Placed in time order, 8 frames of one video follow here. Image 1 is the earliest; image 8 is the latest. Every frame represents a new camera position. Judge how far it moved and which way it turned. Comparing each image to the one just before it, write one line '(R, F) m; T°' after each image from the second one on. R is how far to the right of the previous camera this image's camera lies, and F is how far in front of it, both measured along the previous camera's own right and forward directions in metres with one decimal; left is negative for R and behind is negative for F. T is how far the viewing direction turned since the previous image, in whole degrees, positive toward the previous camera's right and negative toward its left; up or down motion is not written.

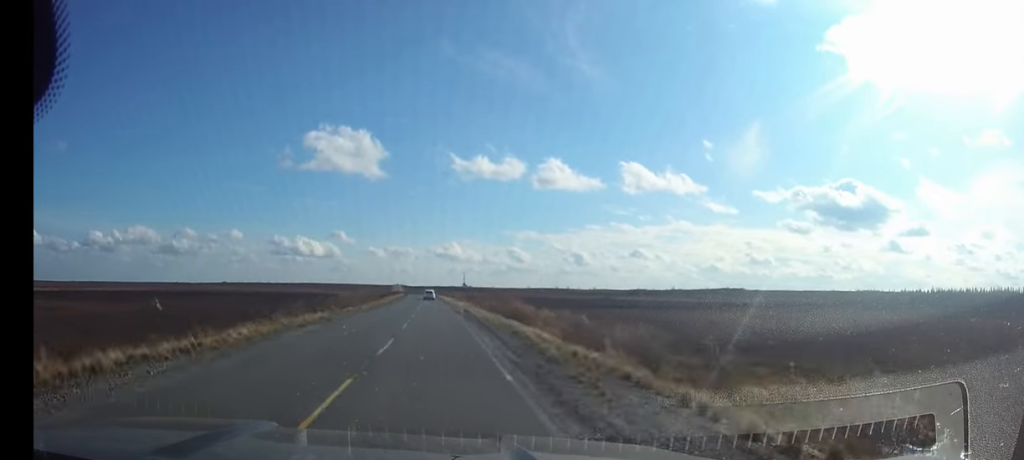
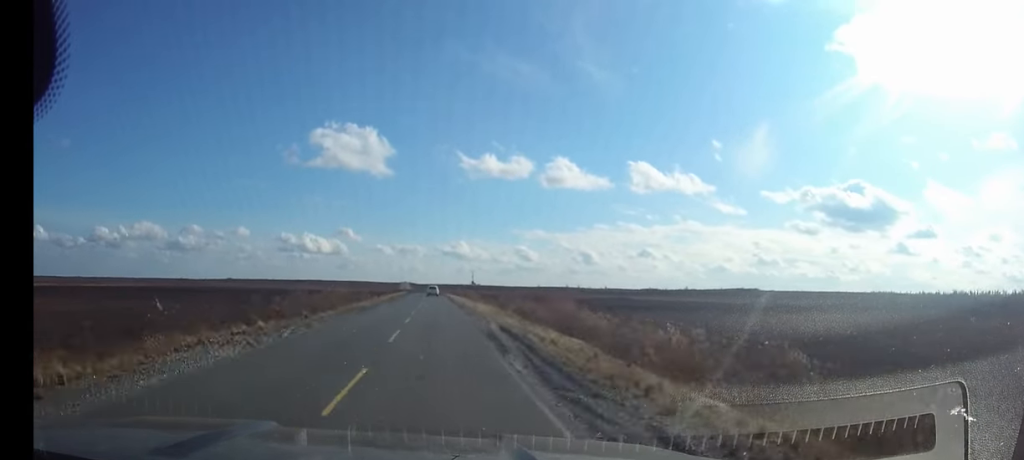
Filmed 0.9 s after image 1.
(-0.1, +22.3) m; 0°
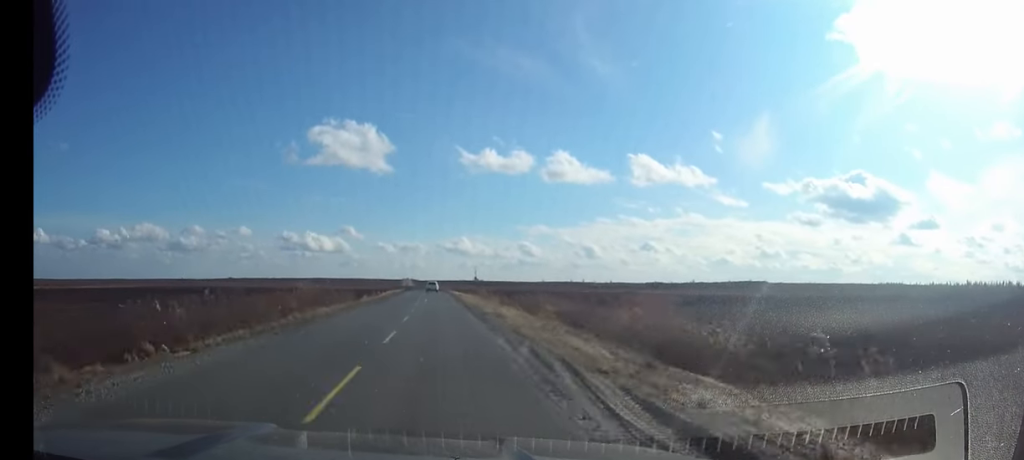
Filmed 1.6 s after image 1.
(0.0, +16.2) m; 0°
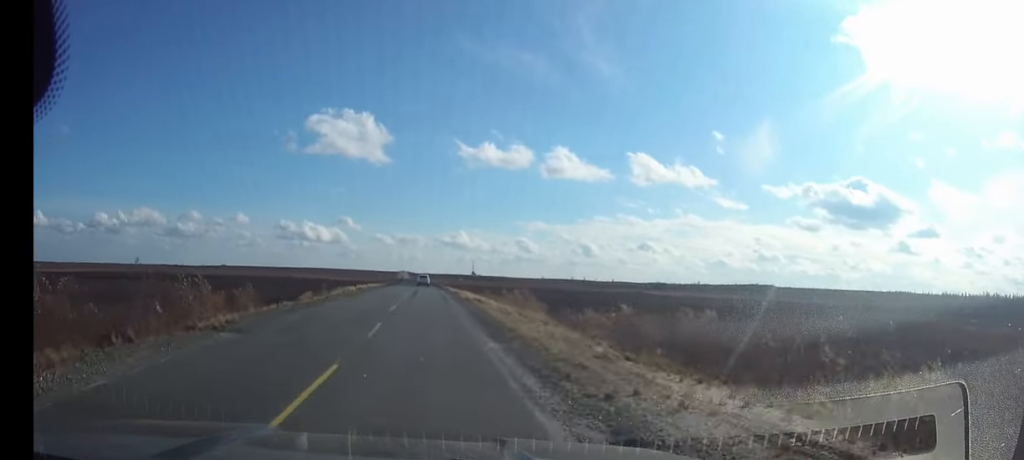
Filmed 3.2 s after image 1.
(-0.2, +34.7) m; -1°
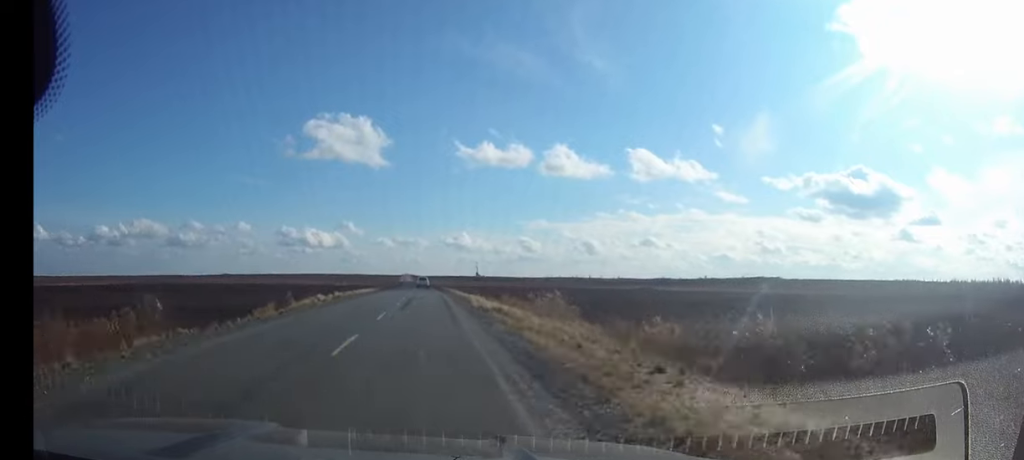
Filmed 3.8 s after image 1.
(0.0, +12.5) m; 0°
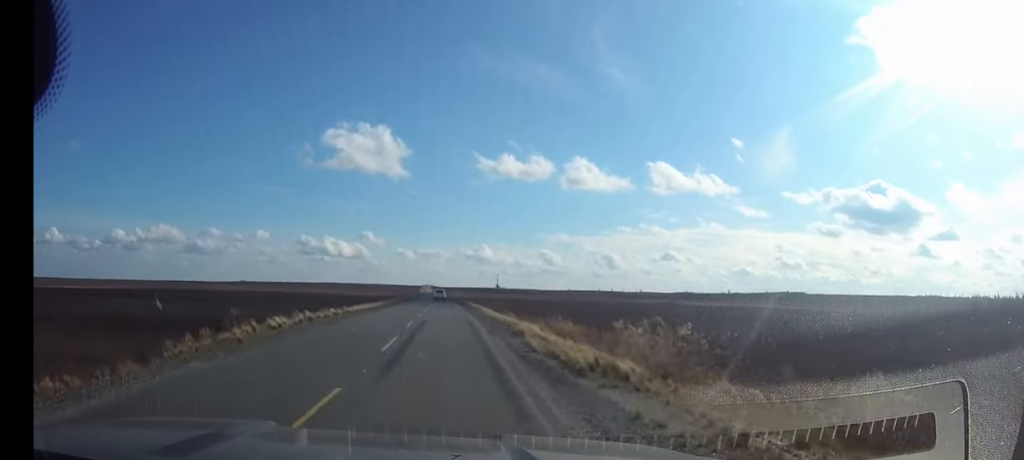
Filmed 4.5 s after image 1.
(-0.1, +14.9) m; 0°
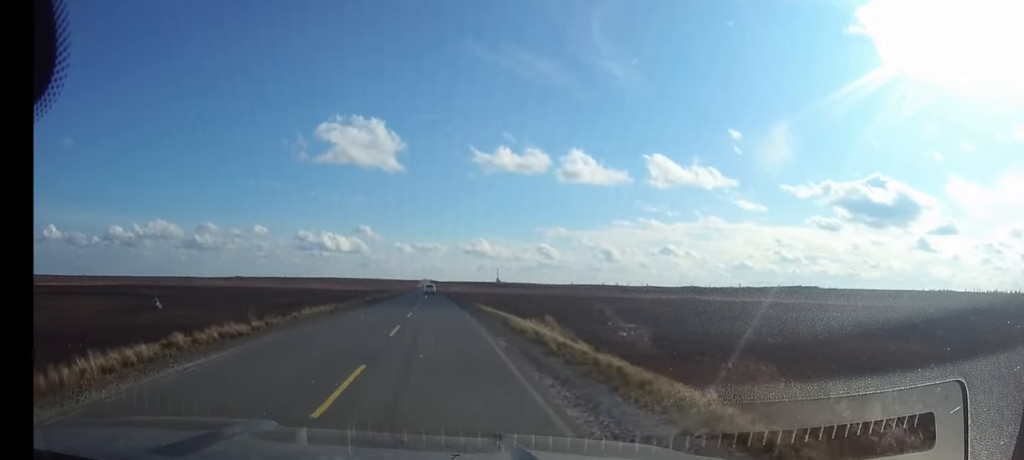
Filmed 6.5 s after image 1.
(-0.3, +42.1) m; -1°
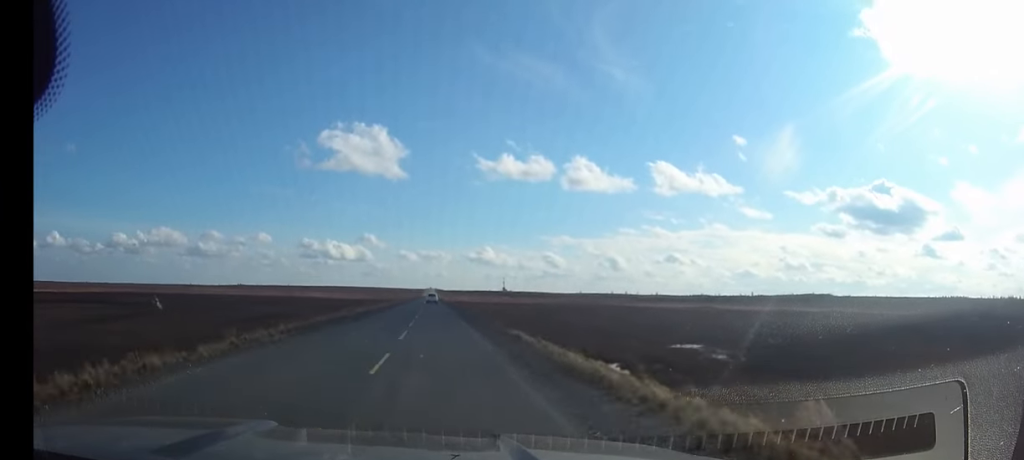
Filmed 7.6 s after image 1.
(-0.2, +23.4) m; -1°
